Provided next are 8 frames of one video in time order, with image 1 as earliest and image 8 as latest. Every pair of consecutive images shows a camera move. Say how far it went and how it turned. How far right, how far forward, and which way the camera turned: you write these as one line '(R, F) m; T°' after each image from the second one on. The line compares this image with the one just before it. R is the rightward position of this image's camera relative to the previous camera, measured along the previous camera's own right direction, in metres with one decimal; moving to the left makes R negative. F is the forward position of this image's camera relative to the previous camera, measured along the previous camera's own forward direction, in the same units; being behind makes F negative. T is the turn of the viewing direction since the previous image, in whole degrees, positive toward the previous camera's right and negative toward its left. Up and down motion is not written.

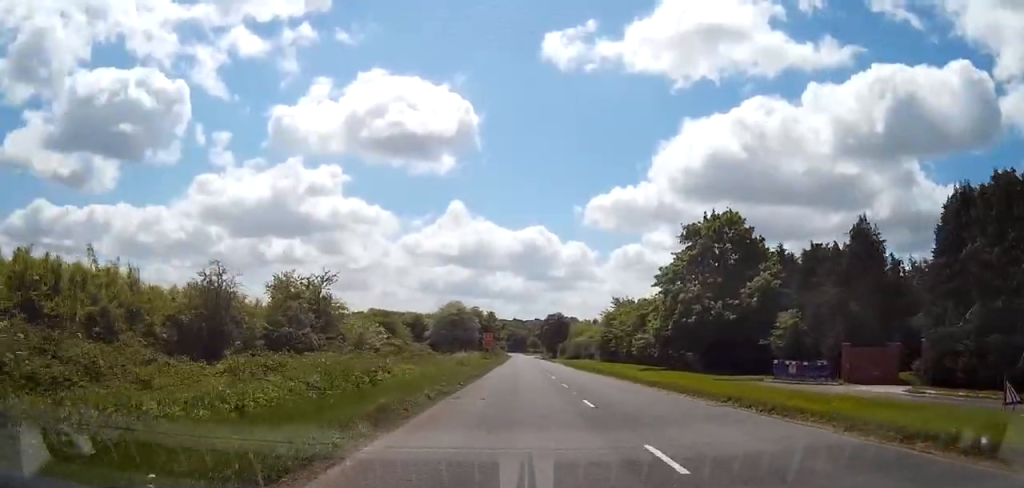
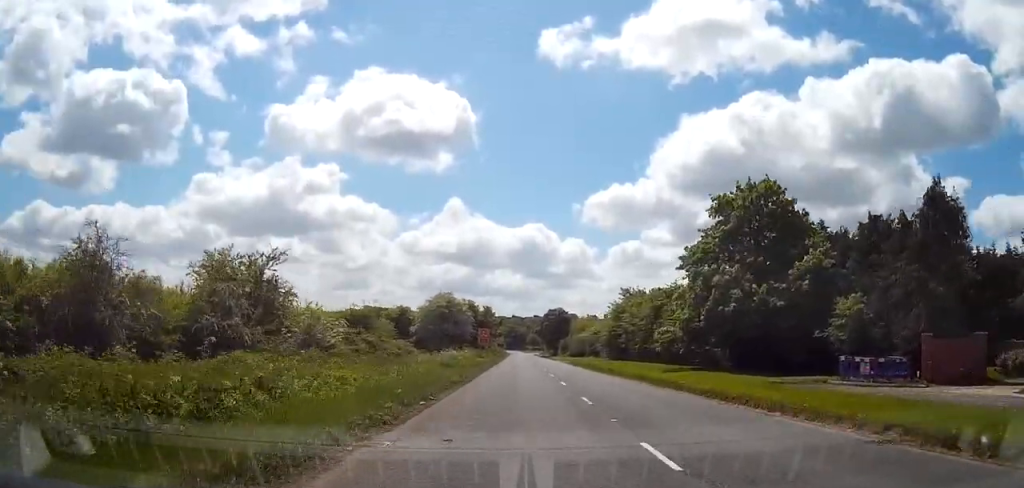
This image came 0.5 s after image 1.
(0.0, +8.8) m; 0°
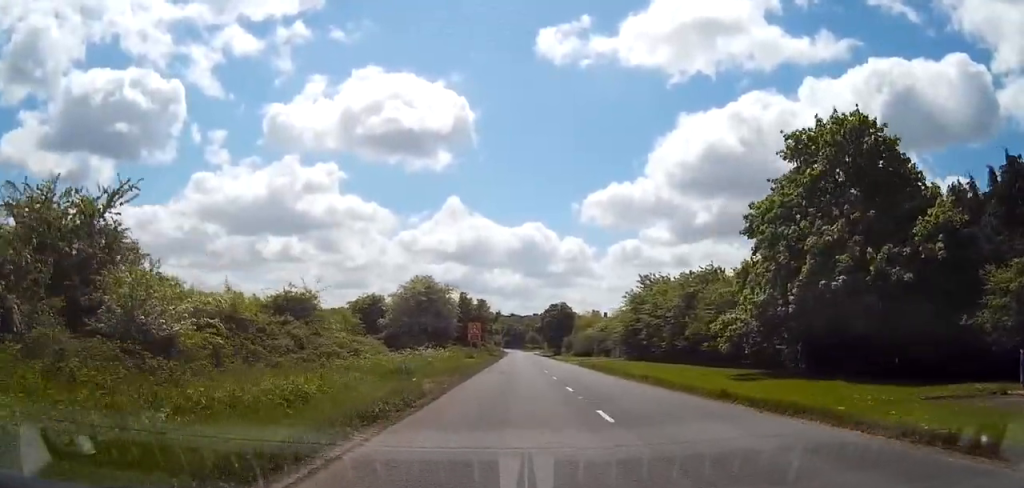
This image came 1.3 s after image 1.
(+0.1, +13.2) m; 0°
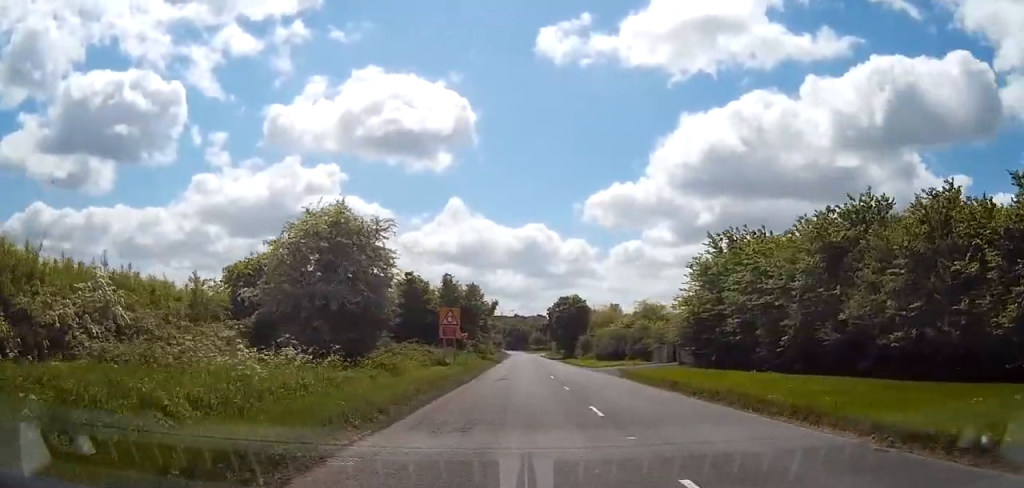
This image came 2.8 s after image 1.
(-0.1, +25.3) m; 0°
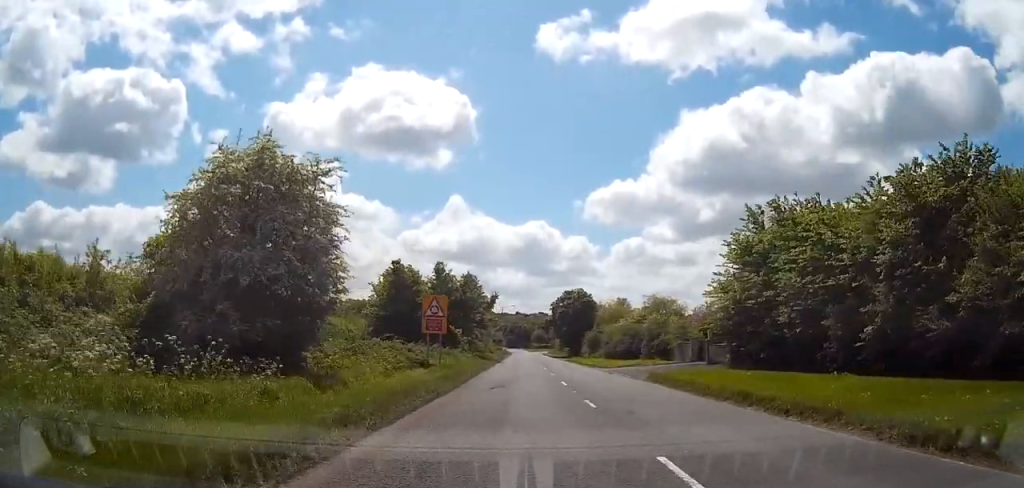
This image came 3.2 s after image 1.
(0.0, +7.7) m; 0°
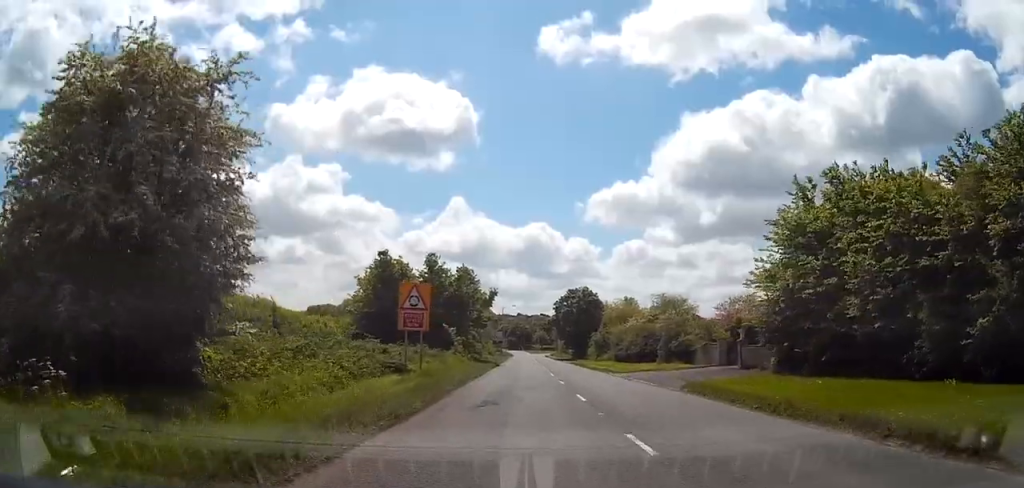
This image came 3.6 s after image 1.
(0.0, +6.6) m; 0°
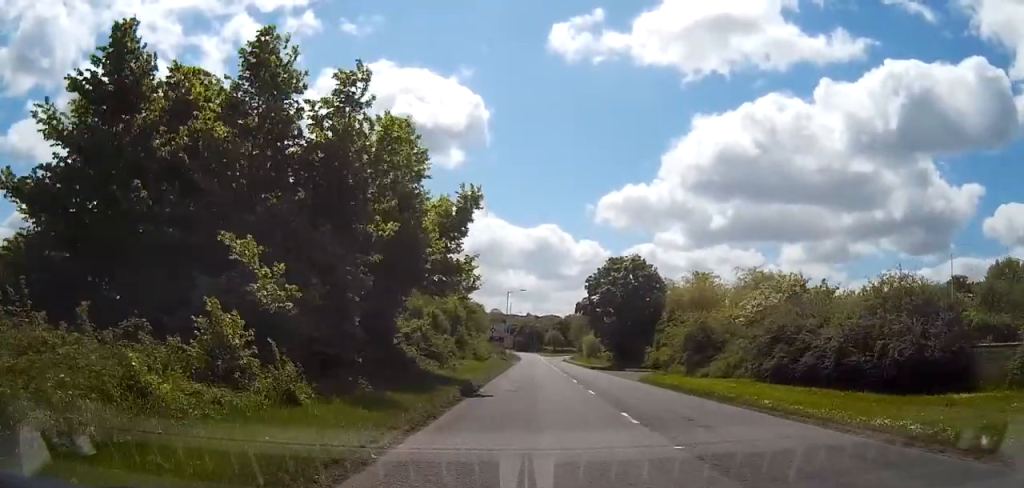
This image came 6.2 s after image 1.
(-0.1, +40.4) m; 0°
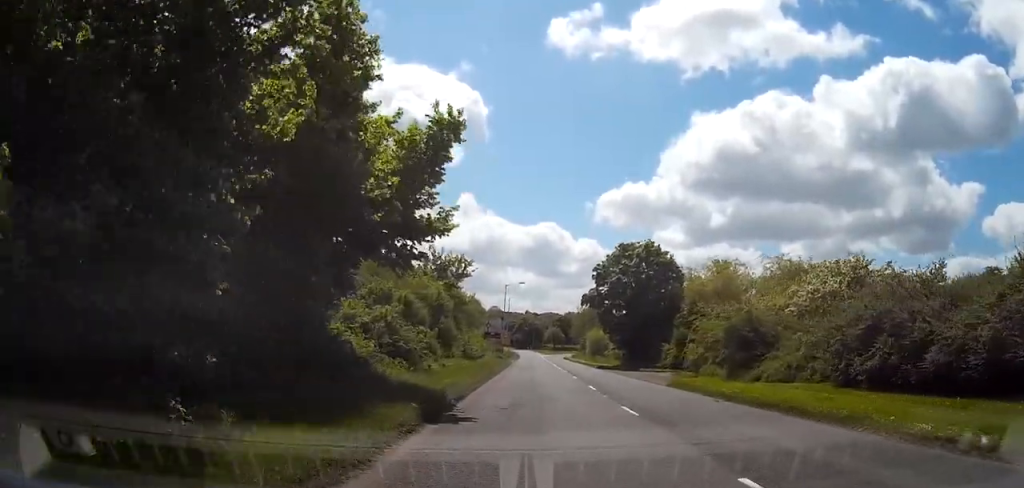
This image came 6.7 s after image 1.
(0.0, +8.1) m; 0°
